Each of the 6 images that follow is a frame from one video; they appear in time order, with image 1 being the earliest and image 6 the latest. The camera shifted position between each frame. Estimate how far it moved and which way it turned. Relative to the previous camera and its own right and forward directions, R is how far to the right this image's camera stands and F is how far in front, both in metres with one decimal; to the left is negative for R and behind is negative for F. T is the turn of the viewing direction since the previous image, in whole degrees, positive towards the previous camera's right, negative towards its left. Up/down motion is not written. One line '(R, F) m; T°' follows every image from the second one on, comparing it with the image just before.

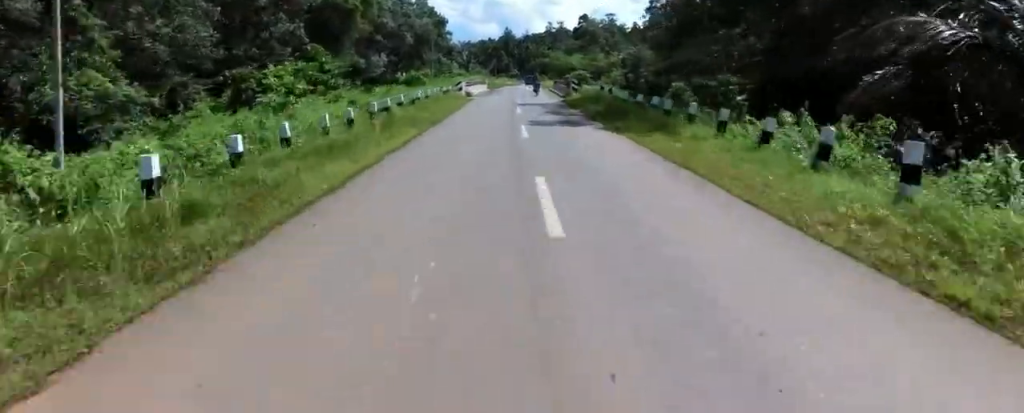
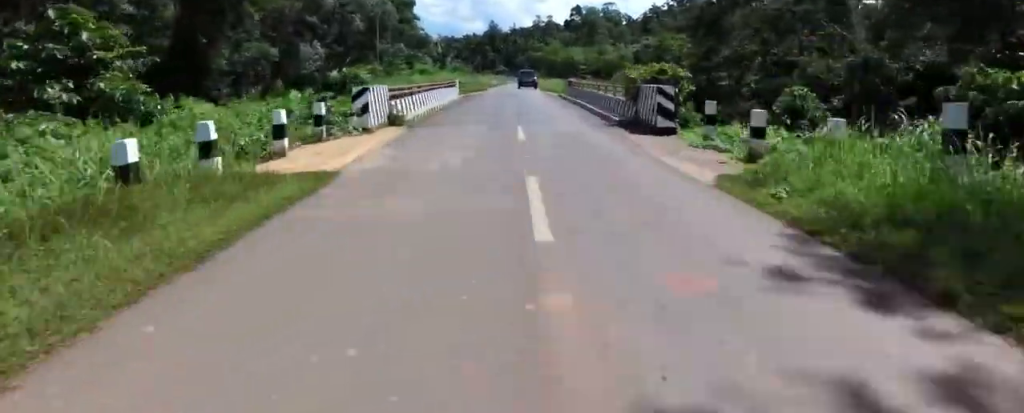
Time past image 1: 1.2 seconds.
(+0.3, +24.3) m; -3°
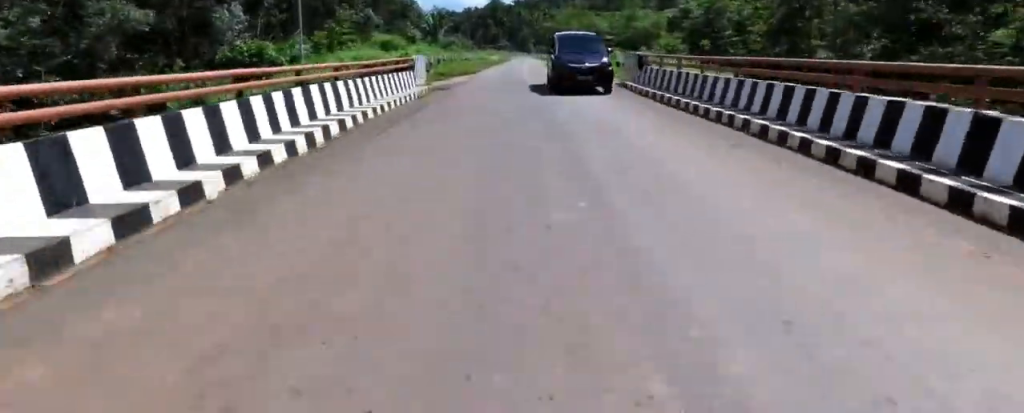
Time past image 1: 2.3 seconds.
(-0.8, +20.1) m; -1°
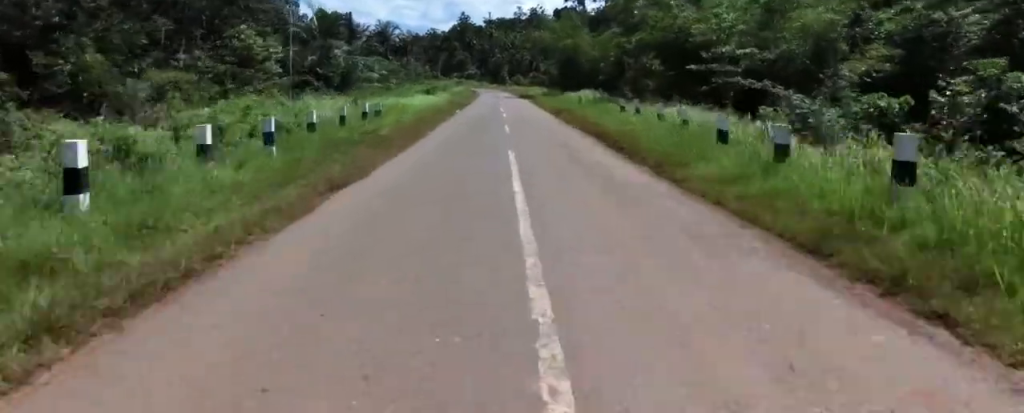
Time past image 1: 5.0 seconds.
(+3.6, +44.1) m; +5°
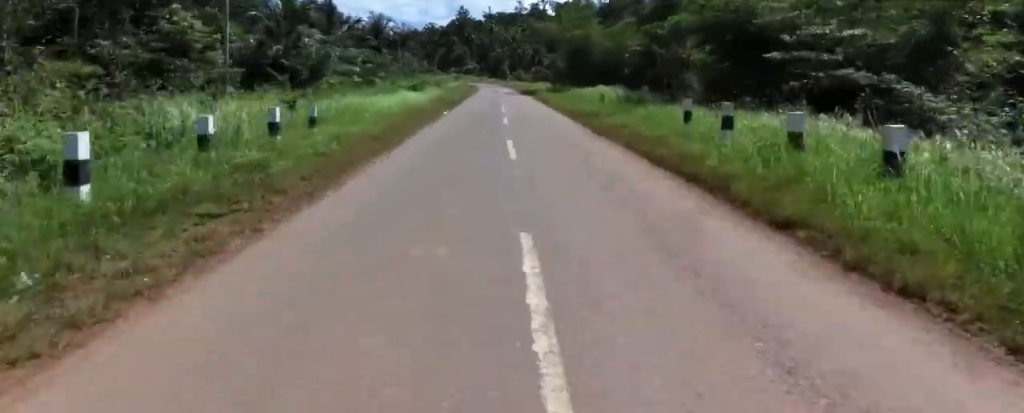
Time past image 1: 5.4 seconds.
(-0.3, +7.2) m; -1°
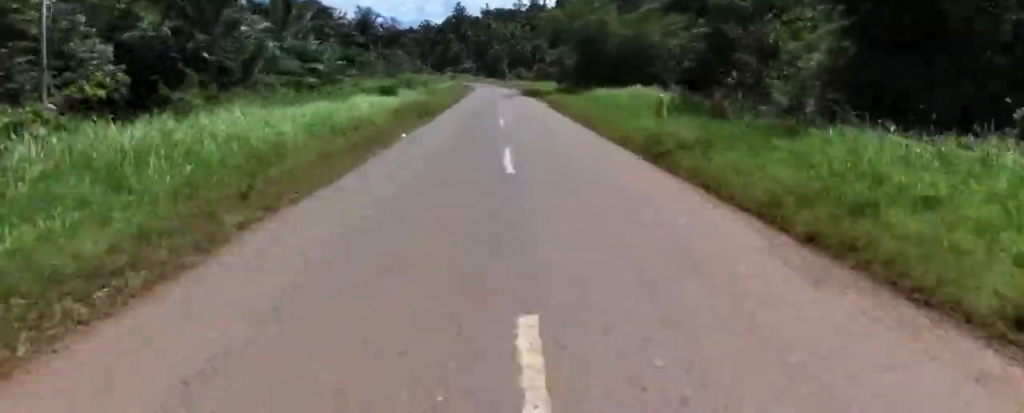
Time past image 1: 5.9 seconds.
(-0.2, +9.1) m; -1°
